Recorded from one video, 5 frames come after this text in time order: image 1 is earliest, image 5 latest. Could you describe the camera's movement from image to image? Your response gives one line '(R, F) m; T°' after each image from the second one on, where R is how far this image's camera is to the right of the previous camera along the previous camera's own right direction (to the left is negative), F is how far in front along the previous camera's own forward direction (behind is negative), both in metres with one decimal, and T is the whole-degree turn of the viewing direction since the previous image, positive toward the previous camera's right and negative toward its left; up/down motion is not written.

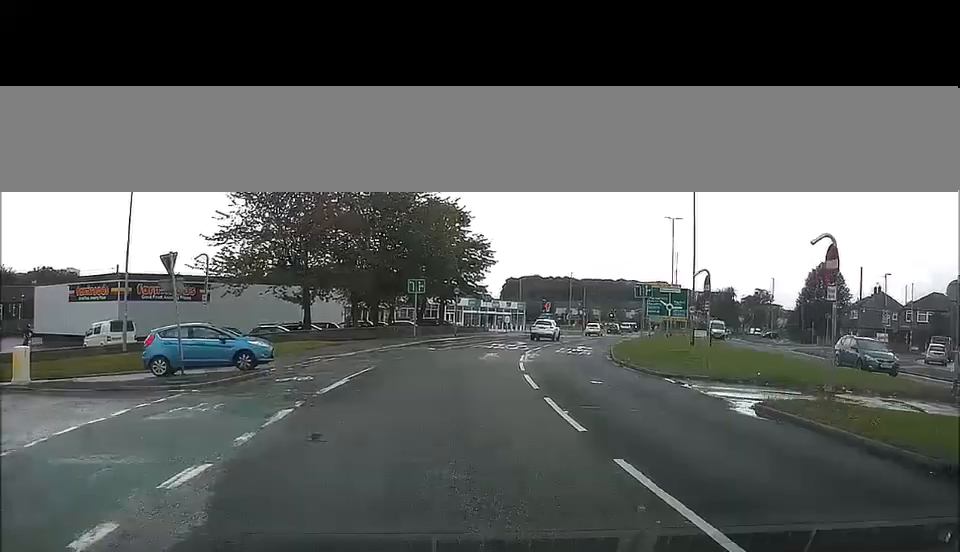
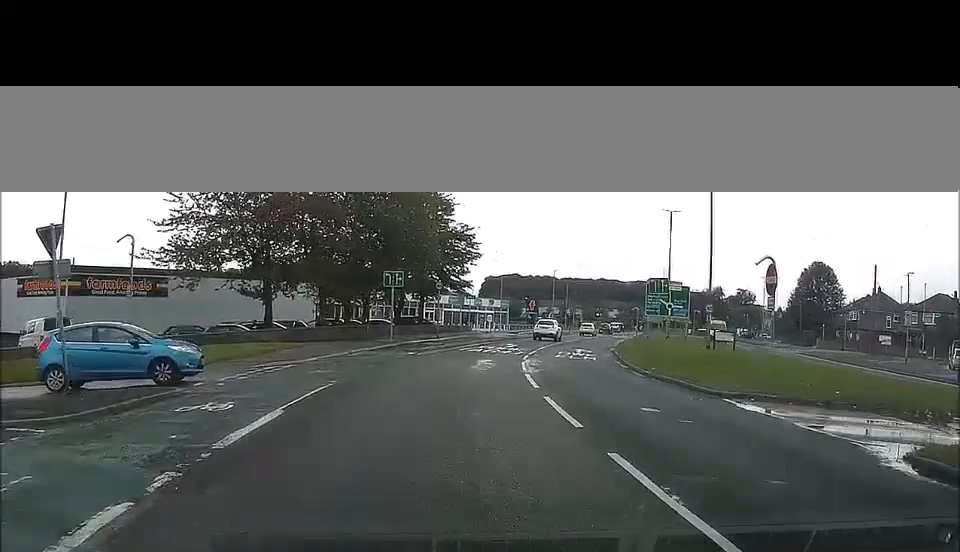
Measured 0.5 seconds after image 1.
(+0.2, +6.0) m; +1°
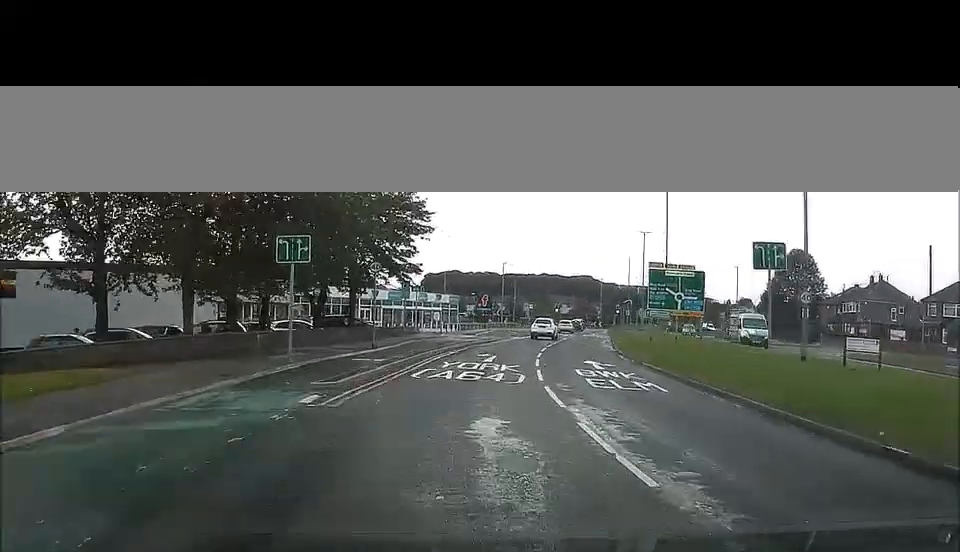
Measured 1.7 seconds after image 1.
(+0.2, +15.8) m; +4°
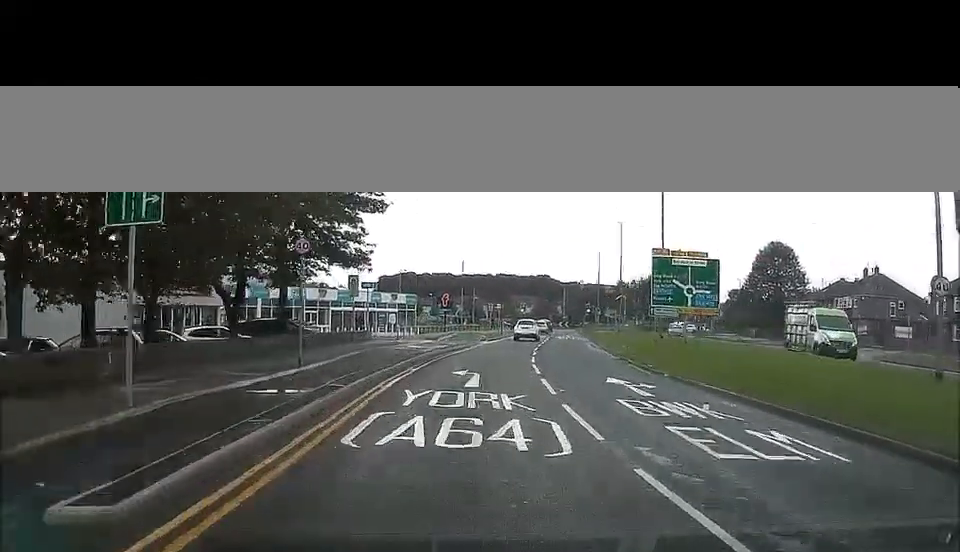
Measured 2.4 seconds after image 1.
(+0.6, +9.3) m; +4°
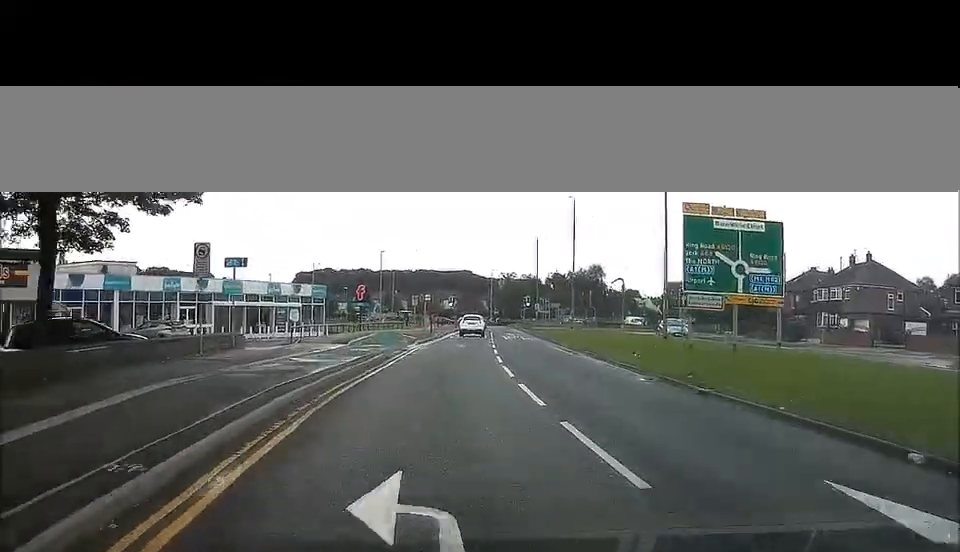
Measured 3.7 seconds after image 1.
(+0.6, +15.6) m; +6°
